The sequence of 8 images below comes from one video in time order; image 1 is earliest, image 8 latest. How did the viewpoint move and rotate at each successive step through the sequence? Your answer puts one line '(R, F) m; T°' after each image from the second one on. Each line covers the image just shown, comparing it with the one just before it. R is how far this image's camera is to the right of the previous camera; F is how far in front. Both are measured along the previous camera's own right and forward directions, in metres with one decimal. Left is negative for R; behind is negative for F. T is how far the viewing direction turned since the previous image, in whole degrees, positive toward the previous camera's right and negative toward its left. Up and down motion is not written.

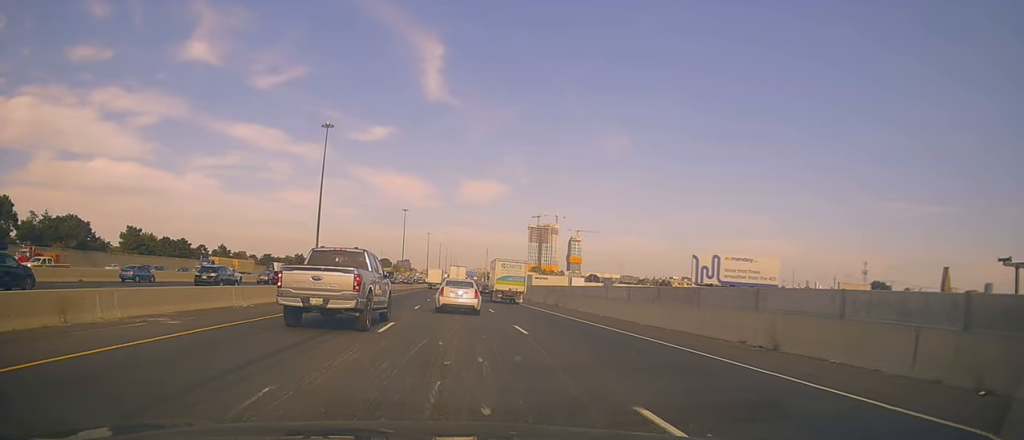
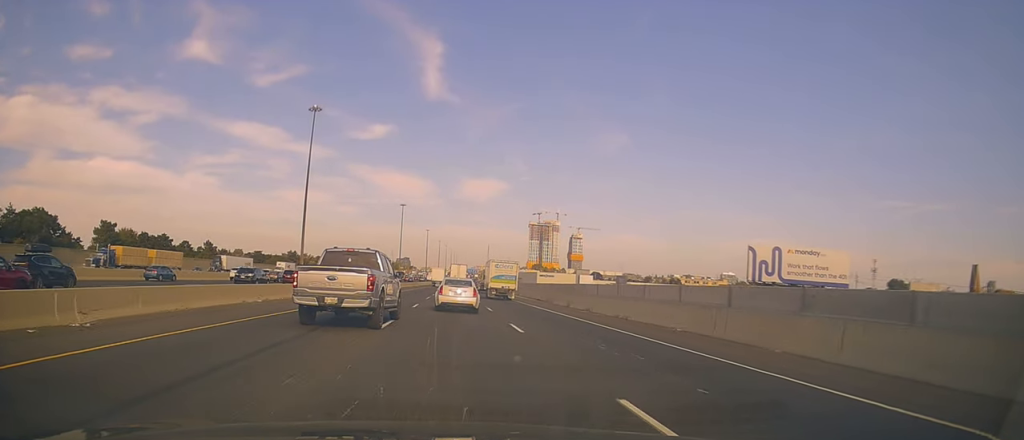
(-0.4, +11.9) m; 0°
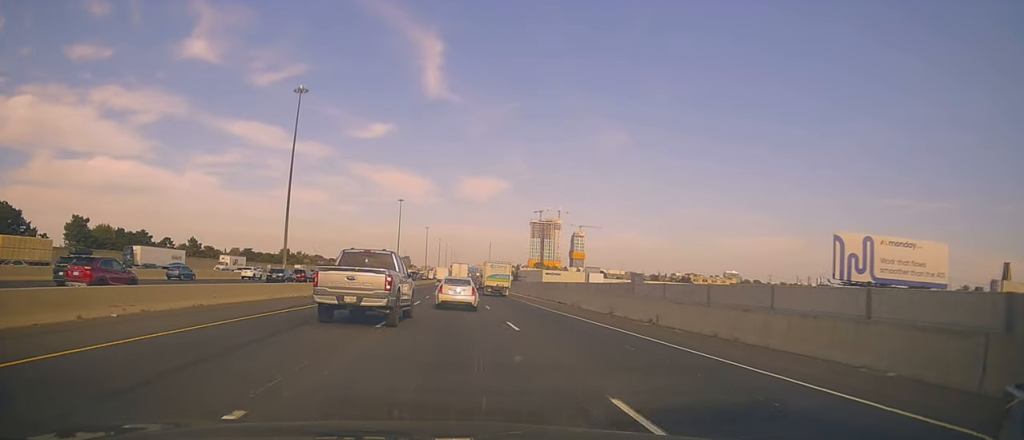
(+0.3, +12.3) m; +1°
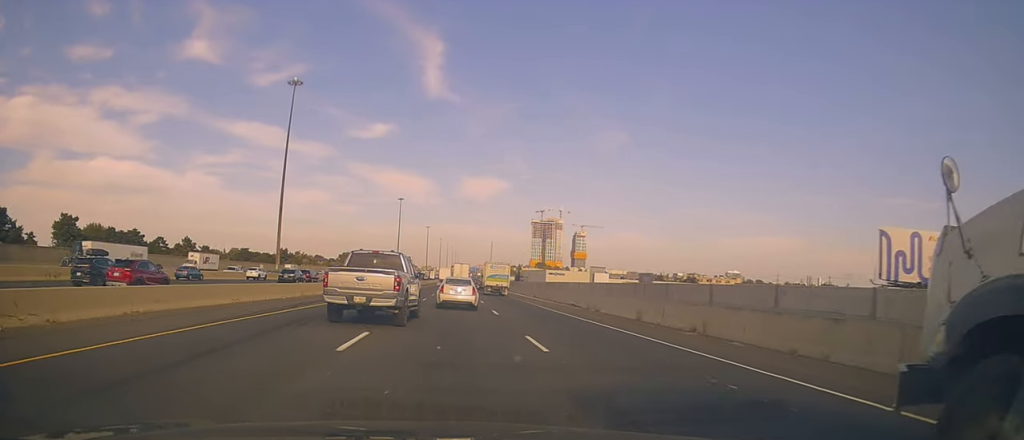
(0.0, +4.9) m; 0°
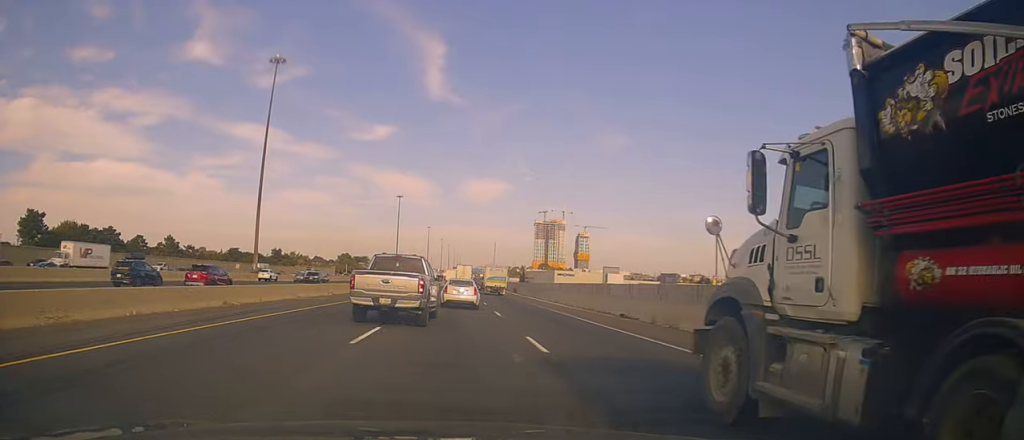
(-0.1, +12.5) m; -1°
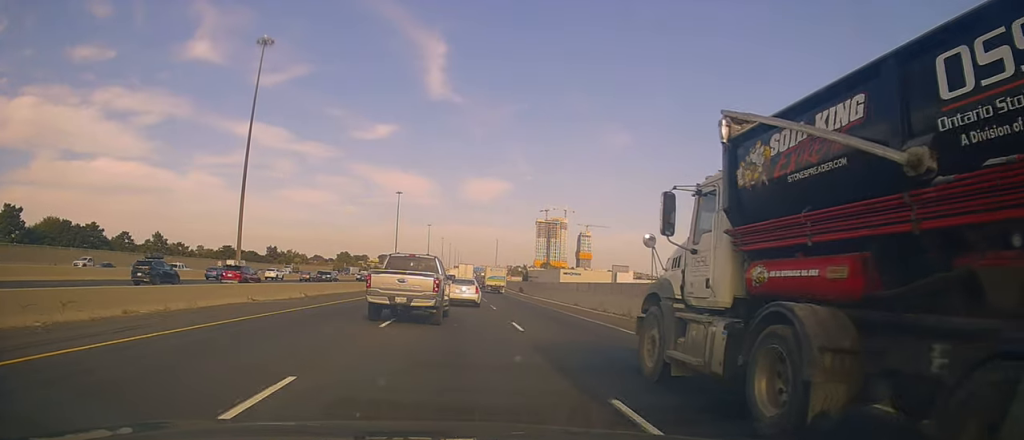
(+0.2, +7.7) m; -3°
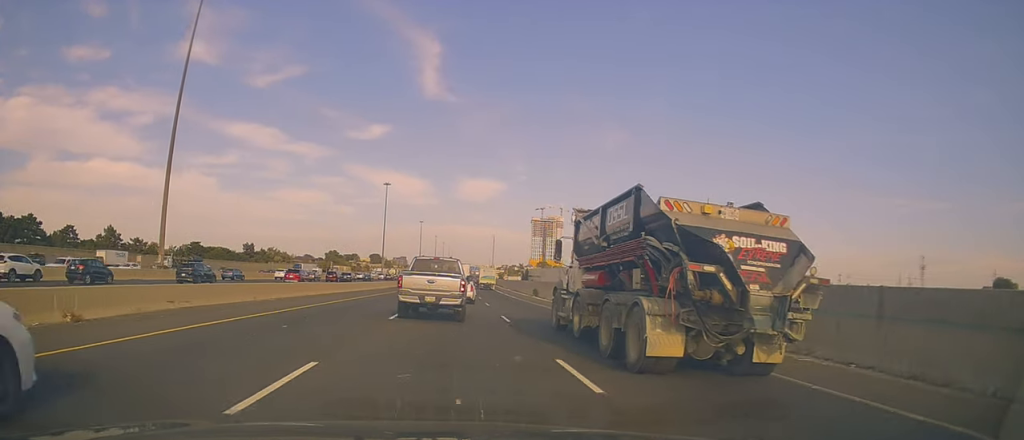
(-0.5, +21.7) m; +2°
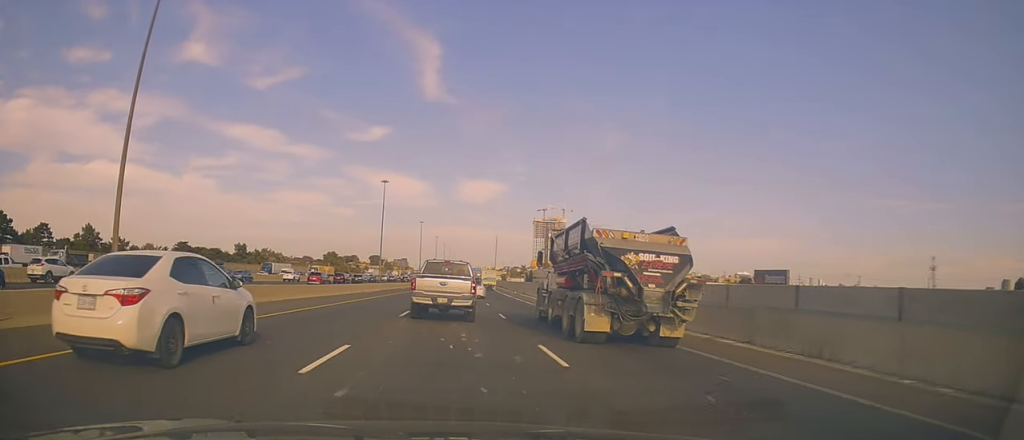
(+0.2, +9.9) m; 0°
